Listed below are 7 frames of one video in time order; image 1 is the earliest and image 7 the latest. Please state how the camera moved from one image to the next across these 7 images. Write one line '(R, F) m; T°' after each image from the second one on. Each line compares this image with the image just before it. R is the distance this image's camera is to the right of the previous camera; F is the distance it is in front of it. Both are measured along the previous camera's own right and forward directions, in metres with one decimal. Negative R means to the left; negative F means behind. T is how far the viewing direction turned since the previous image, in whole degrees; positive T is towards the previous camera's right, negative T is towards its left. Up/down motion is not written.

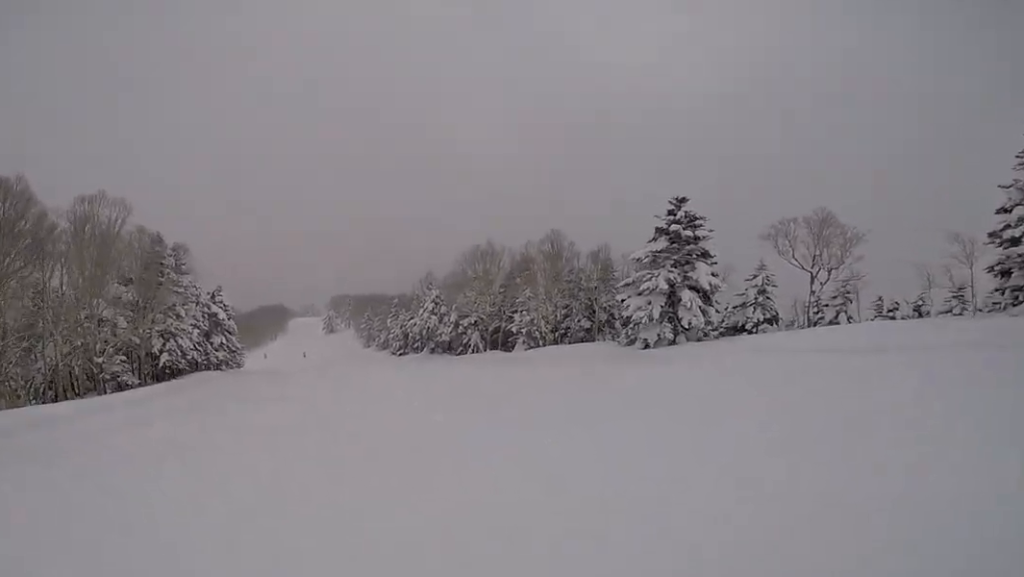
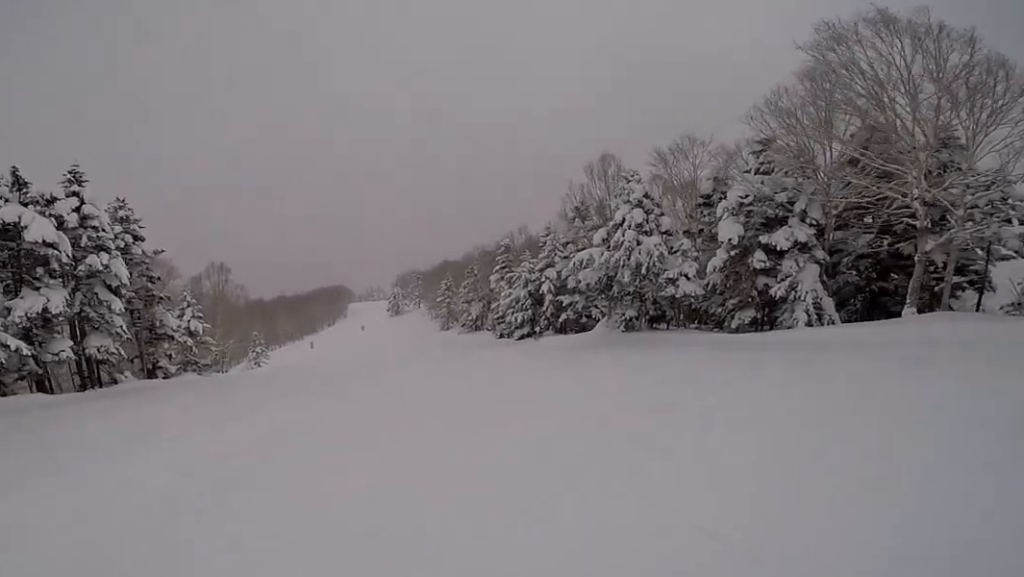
(-4.1, +35.5) m; -10°
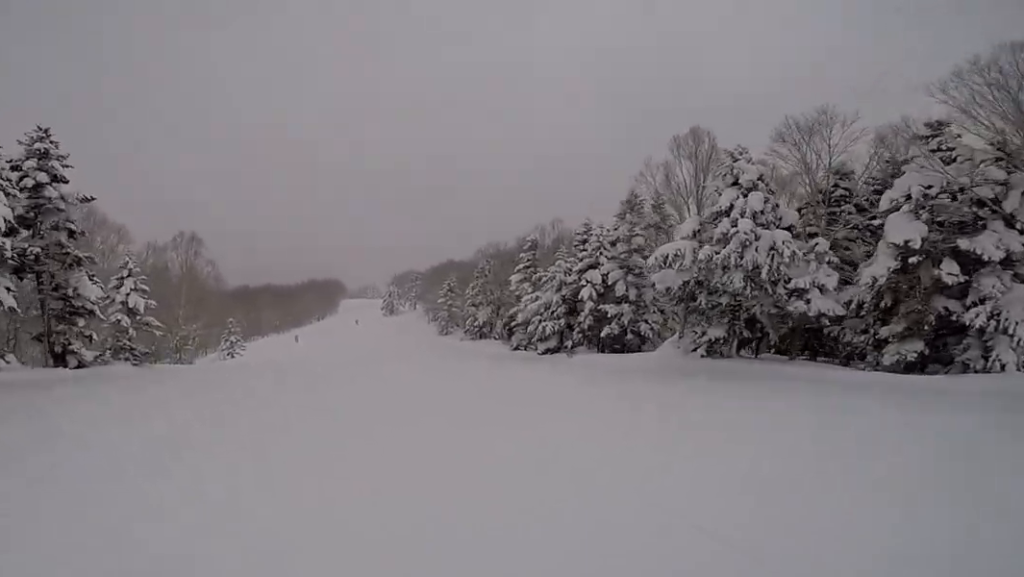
(0.0, +7.5) m; +2°
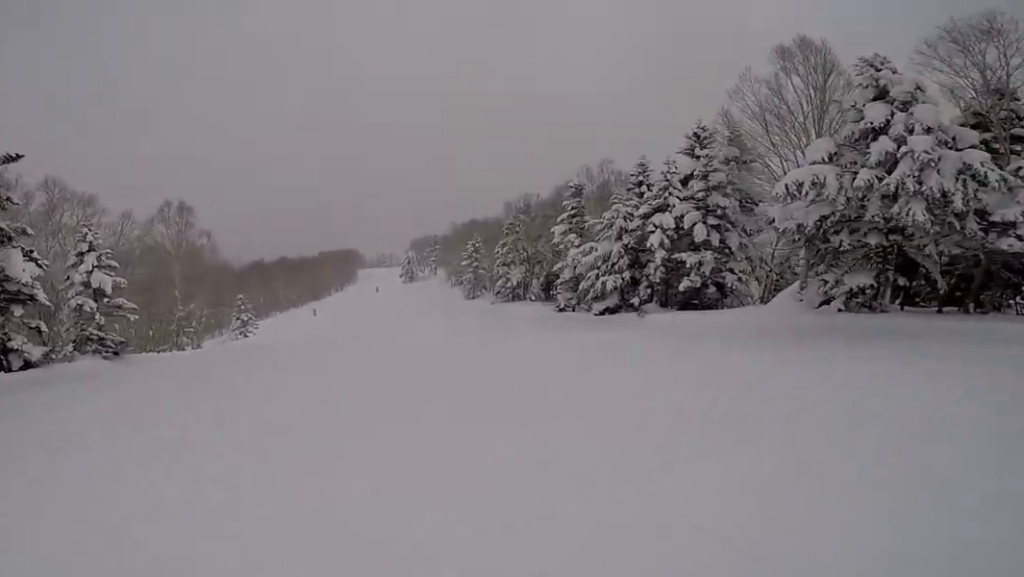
(-0.2, +5.3) m; +3°
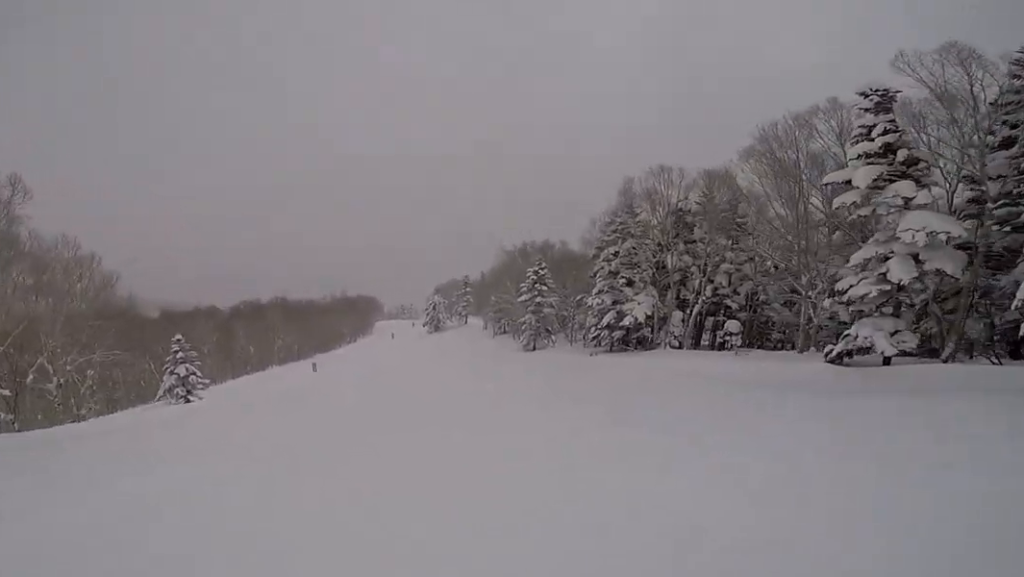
(+0.9, +21.6) m; -2°
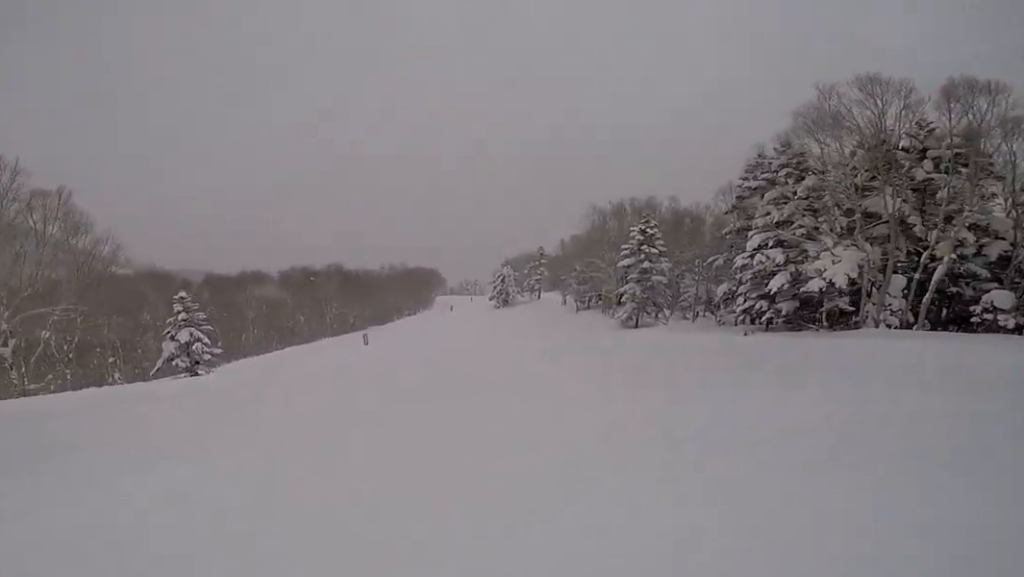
(-0.5, +8.8) m; -3°
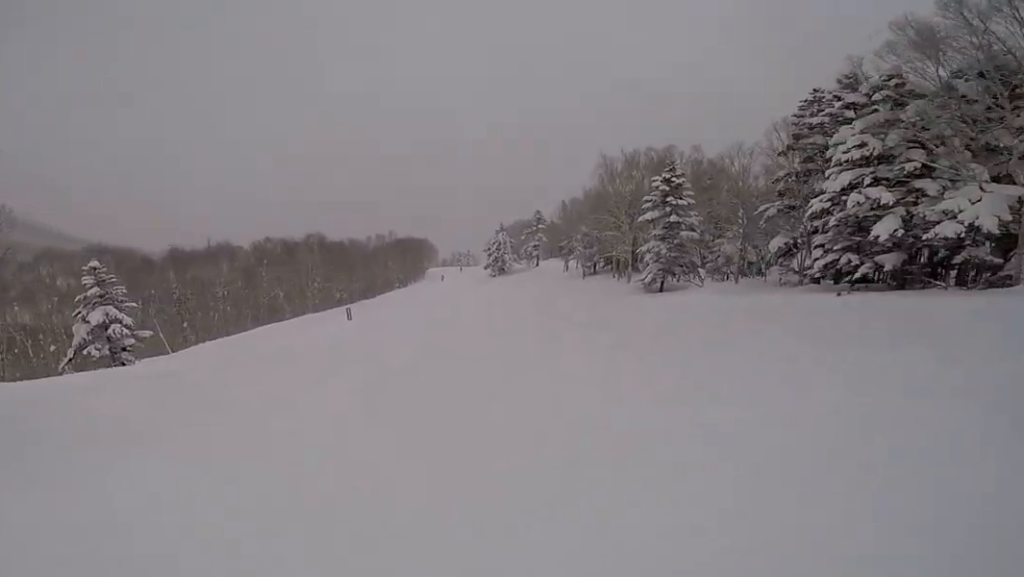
(0.0, +6.0) m; 0°
